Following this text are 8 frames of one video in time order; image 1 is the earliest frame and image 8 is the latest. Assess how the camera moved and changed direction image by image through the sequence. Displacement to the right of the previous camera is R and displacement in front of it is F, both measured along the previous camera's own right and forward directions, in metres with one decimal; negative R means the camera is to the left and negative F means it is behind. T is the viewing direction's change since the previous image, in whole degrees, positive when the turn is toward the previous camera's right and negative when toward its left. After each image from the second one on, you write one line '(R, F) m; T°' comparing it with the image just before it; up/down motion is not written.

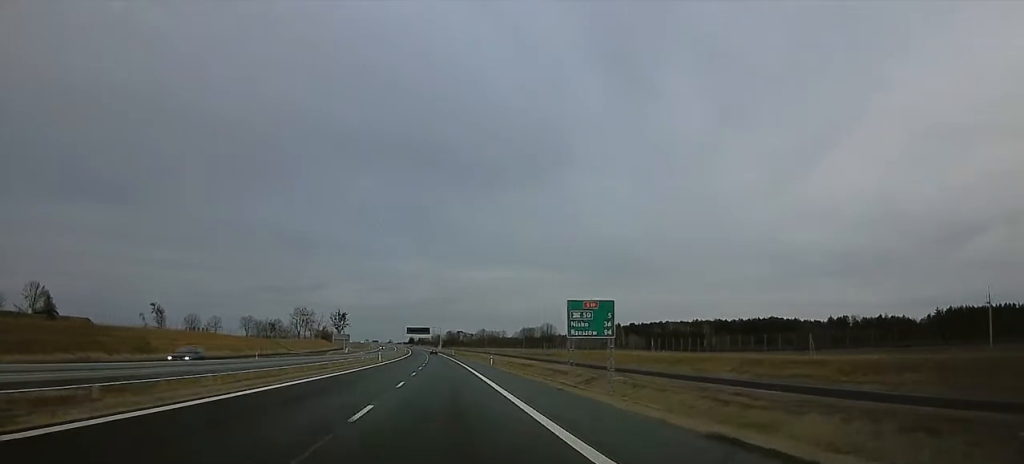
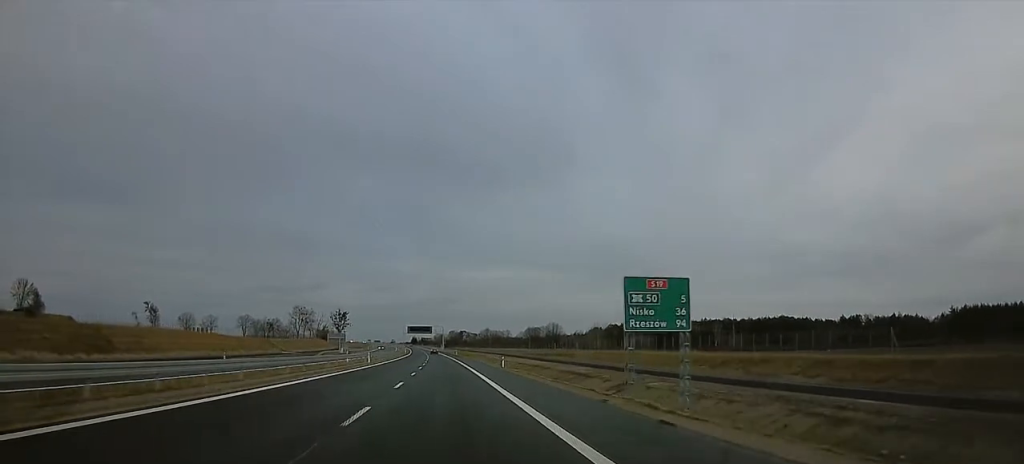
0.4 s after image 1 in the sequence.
(0.0, +12.4) m; 0°
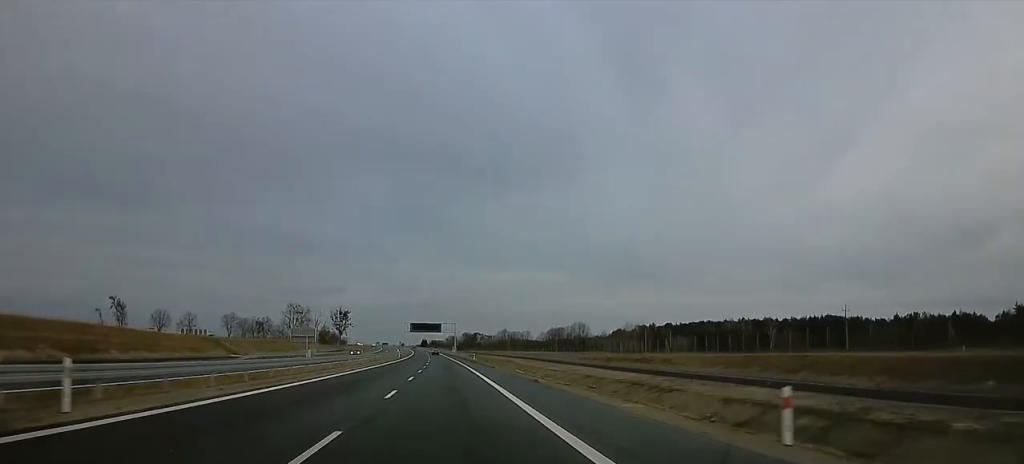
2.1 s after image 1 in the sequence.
(+1.3, +52.4) m; +1°
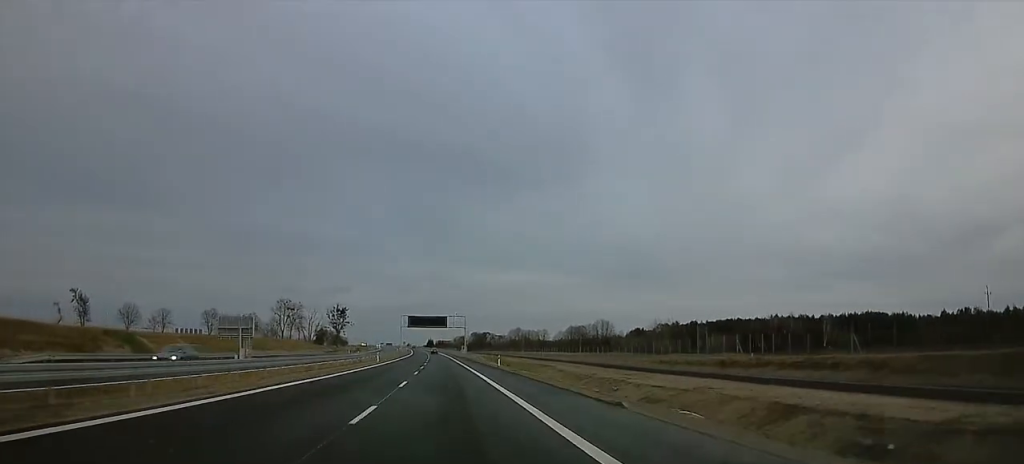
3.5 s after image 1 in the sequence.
(-1.6, +41.9) m; -3°
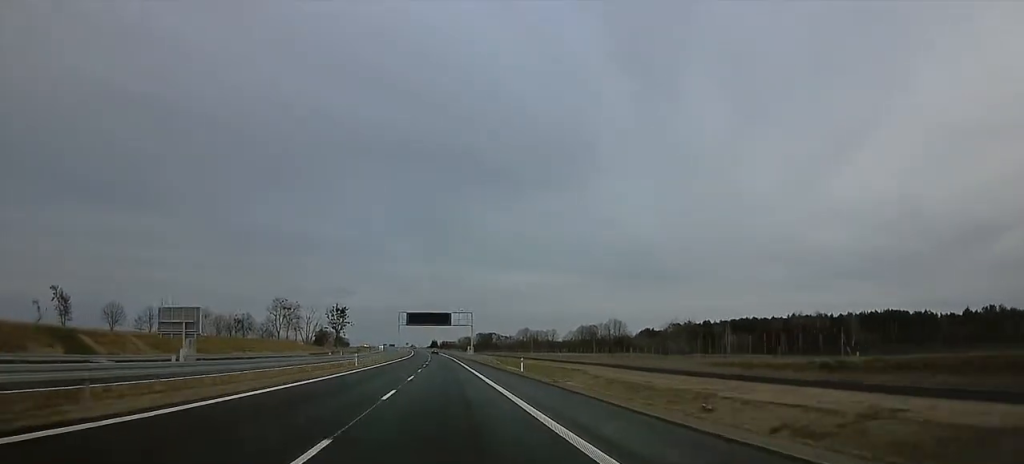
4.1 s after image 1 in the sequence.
(-0.3, +18.4) m; 0°
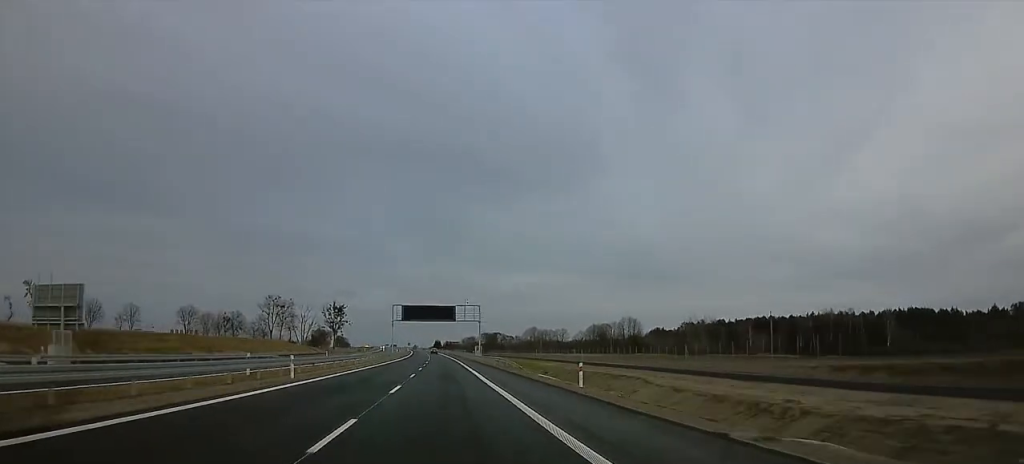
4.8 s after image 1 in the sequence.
(+0.2, +21.4) m; 0°
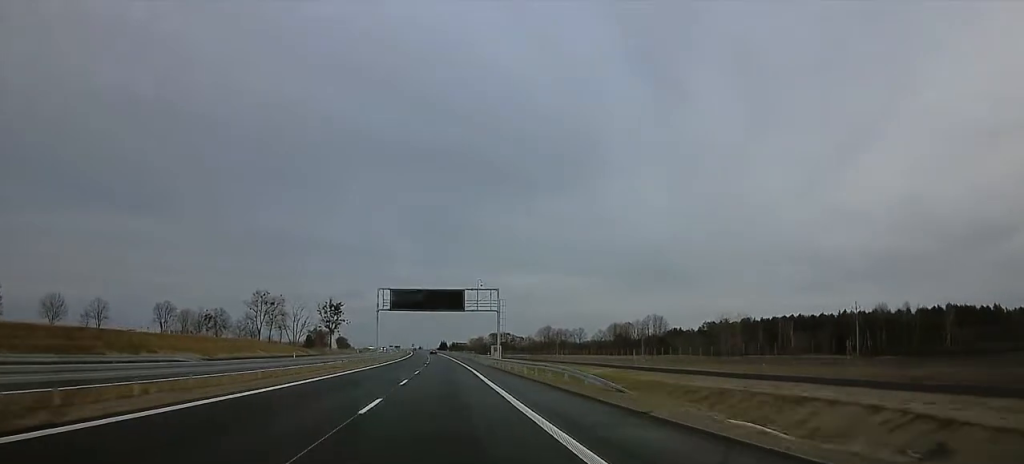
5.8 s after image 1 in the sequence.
(0.0, +31.5) m; 0°
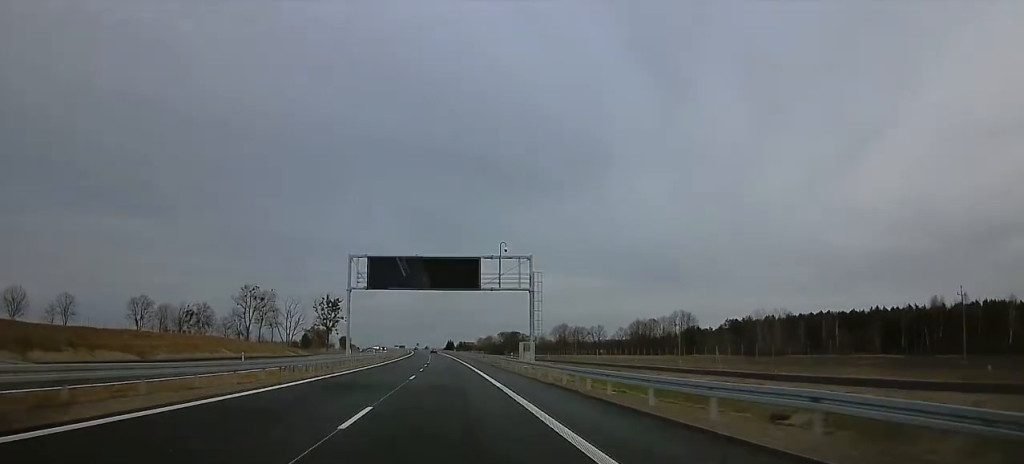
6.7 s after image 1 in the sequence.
(0.0, +27.5) m; 0°
